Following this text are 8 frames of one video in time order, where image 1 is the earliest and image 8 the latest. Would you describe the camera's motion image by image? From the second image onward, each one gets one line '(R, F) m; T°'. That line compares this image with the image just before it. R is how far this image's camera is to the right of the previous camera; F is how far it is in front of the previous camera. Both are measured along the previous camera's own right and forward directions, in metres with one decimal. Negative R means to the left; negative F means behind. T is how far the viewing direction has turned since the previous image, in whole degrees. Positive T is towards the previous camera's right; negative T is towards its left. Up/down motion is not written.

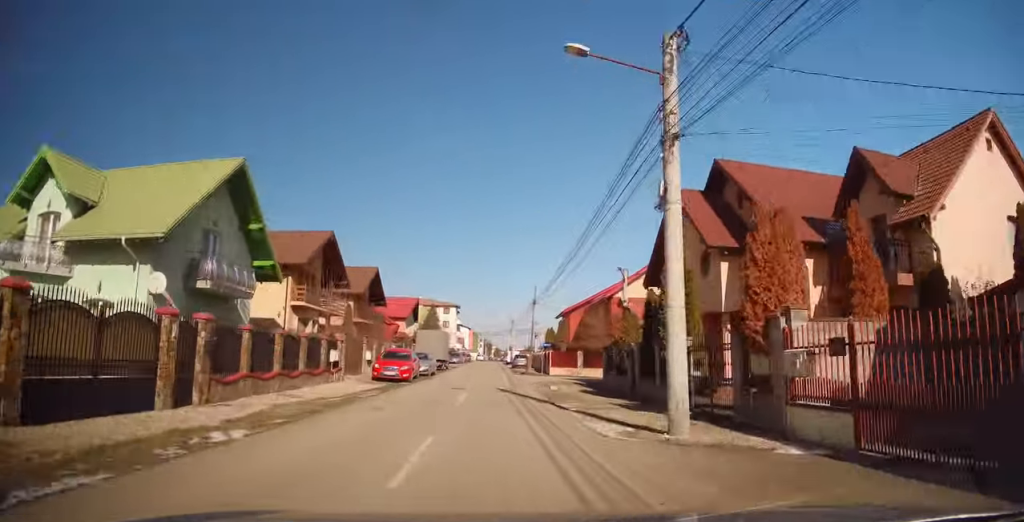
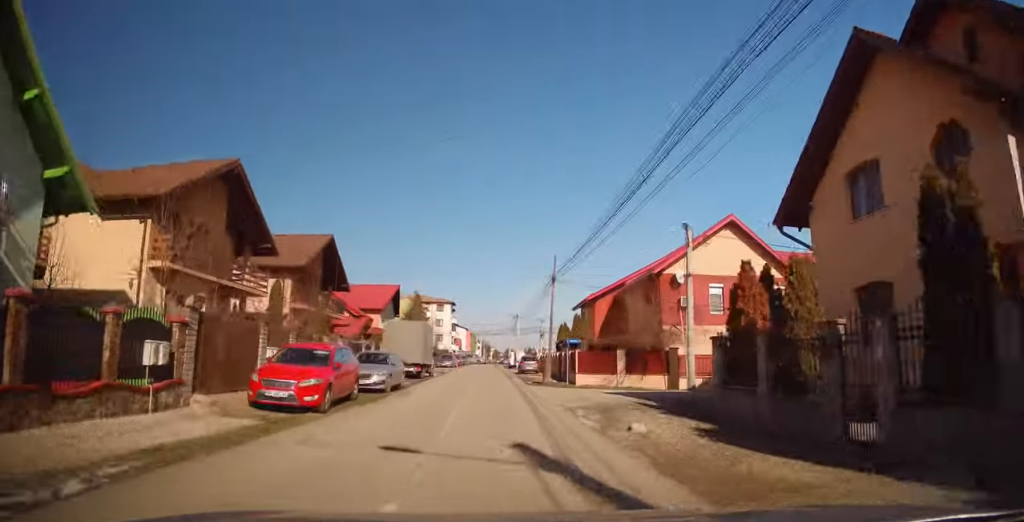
(+0.1, +13.2) m; 0°
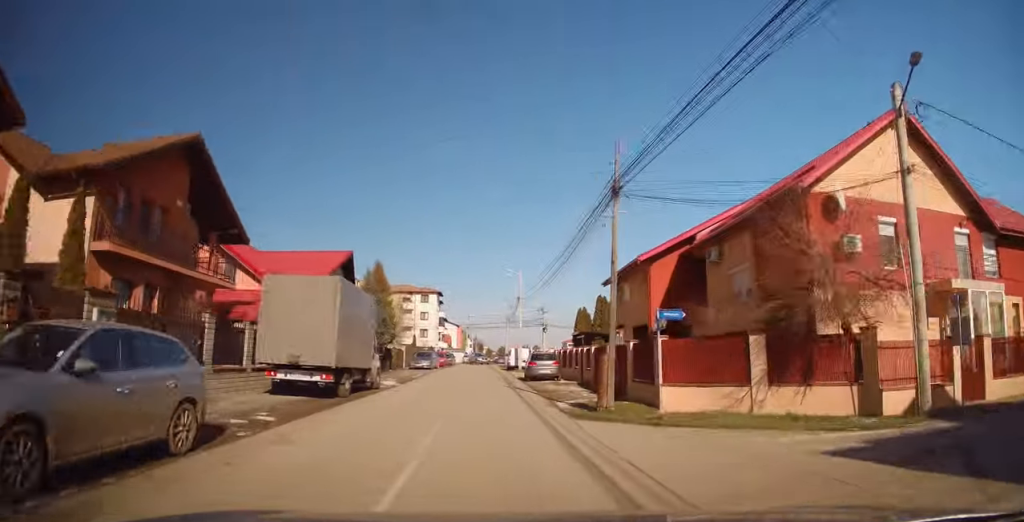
(0.0, +15.7) m; 0°
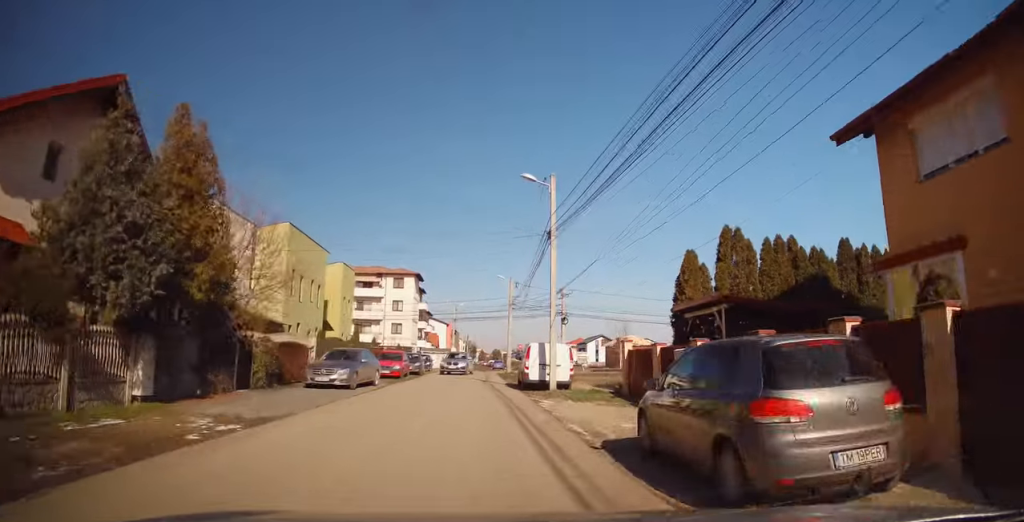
(+0.1, +23.7) m; 0°
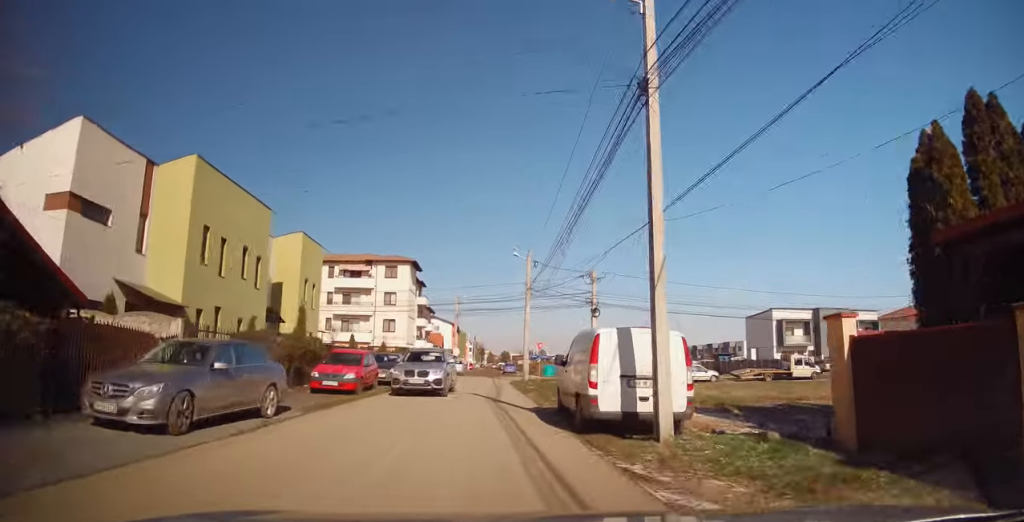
(0.0, +12.4) m; -1°
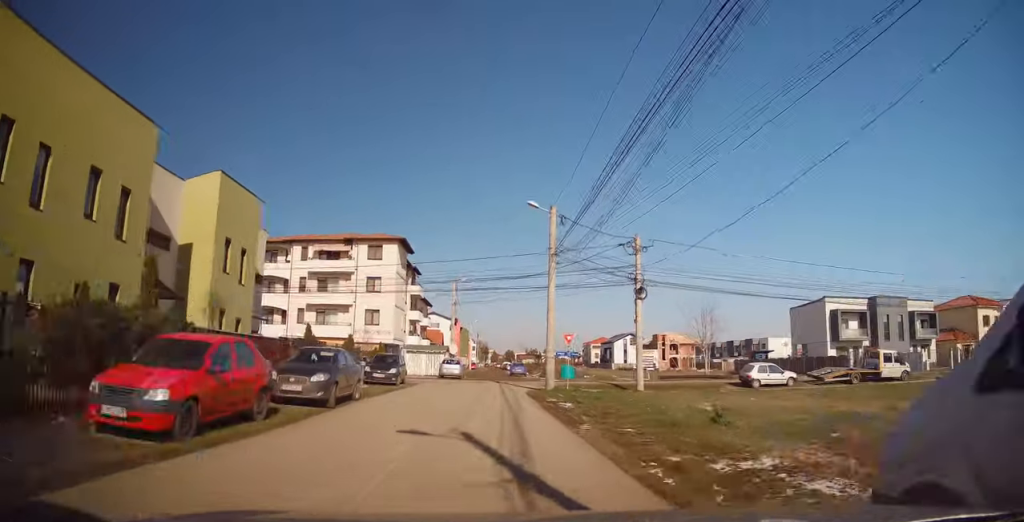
(-0.2, +11.6) m; +1°
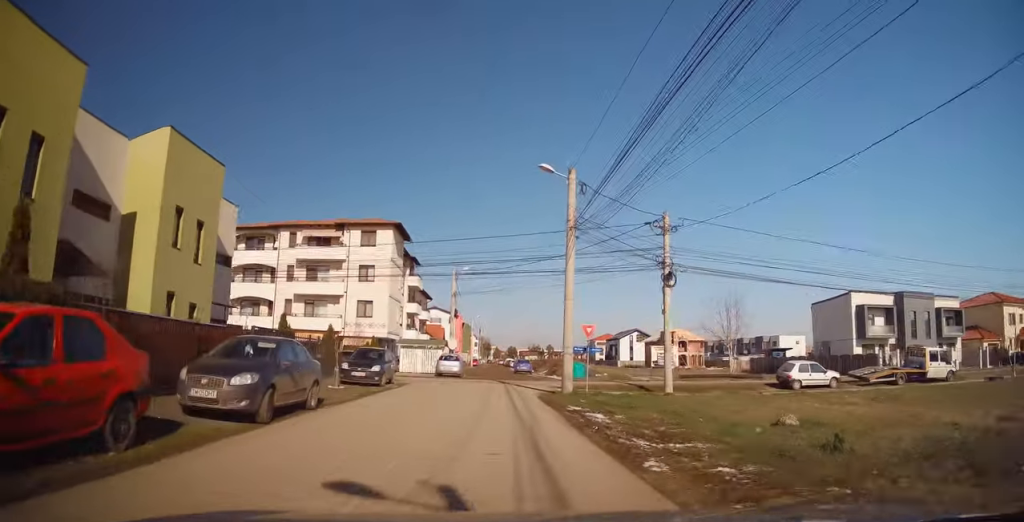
(0.0, +4.3) m; +1°
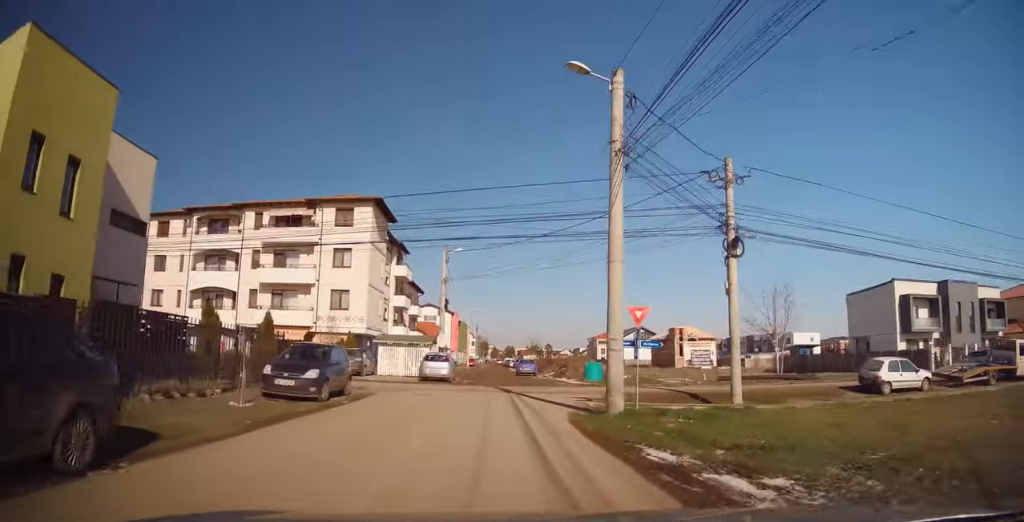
(+0.2, +6.9) m; 0°
